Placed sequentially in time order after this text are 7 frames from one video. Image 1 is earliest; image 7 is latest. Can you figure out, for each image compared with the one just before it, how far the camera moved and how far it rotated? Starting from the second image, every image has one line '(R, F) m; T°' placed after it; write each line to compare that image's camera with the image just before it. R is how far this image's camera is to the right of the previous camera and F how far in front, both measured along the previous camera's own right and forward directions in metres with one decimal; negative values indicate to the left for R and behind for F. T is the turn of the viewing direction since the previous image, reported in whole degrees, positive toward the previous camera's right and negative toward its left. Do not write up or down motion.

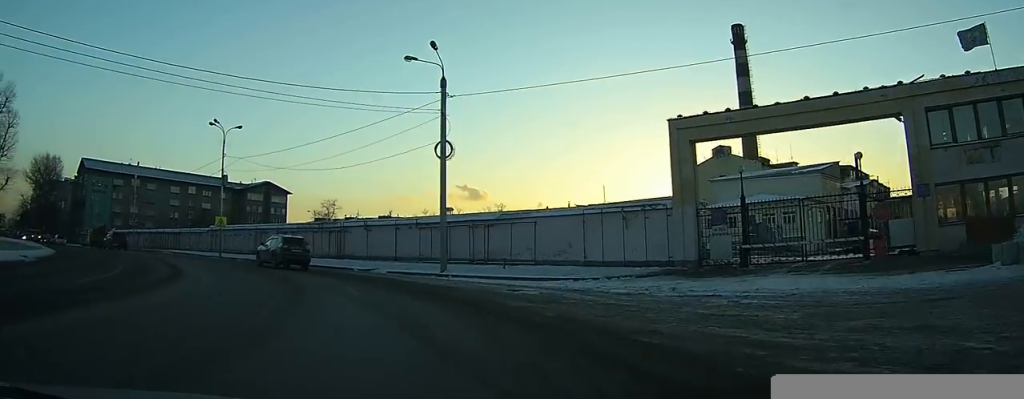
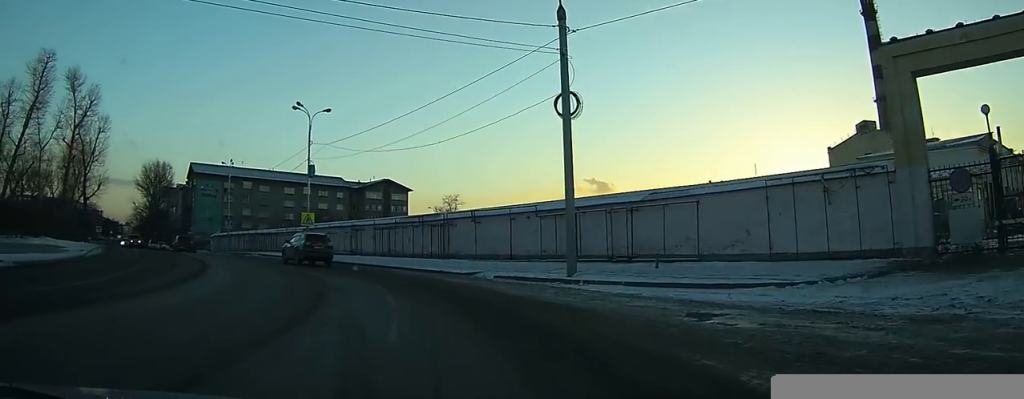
(-0.6, +8.4) m; -9°
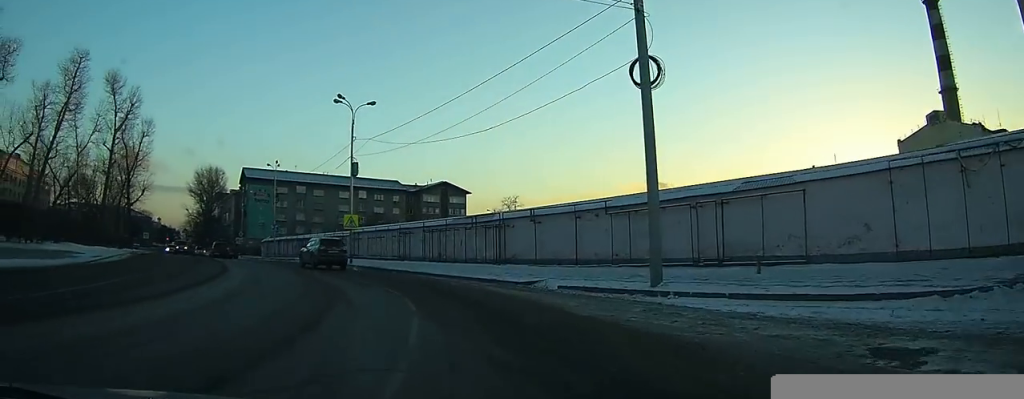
(+0.2, +4.0) m; -5°
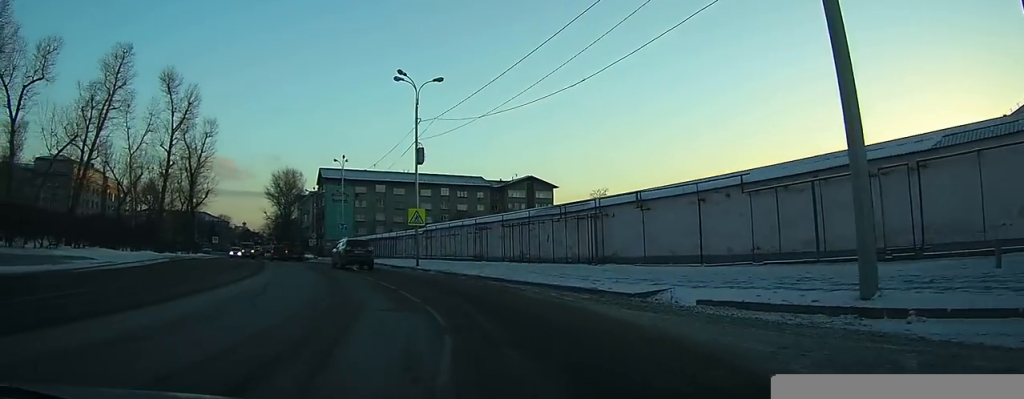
(-0.8, +6.0) m; -10°
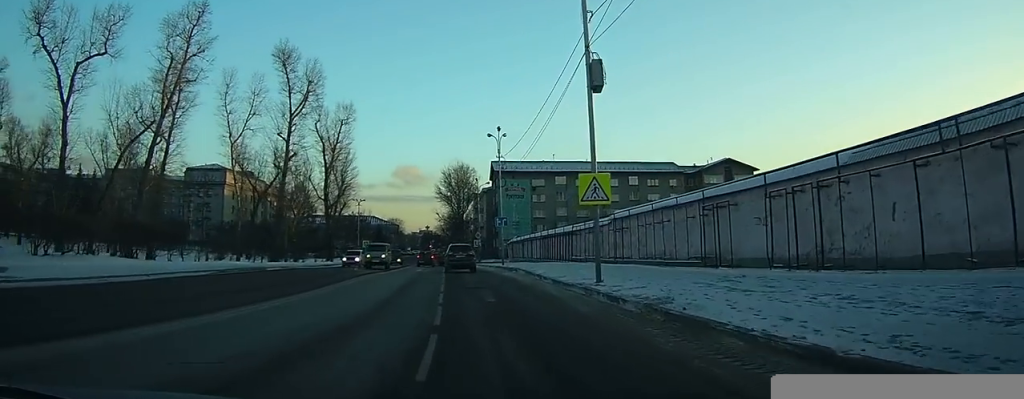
(-3.2, +14.6) m; -23°
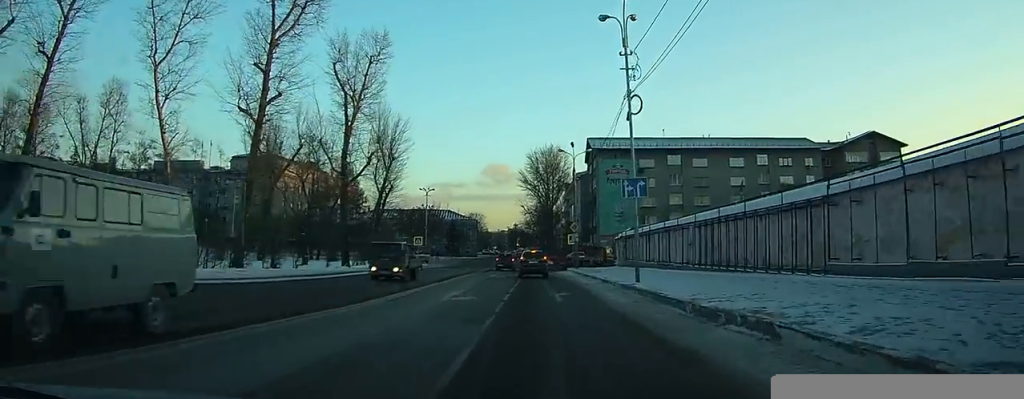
(-4.8, +24.1) m; -19°
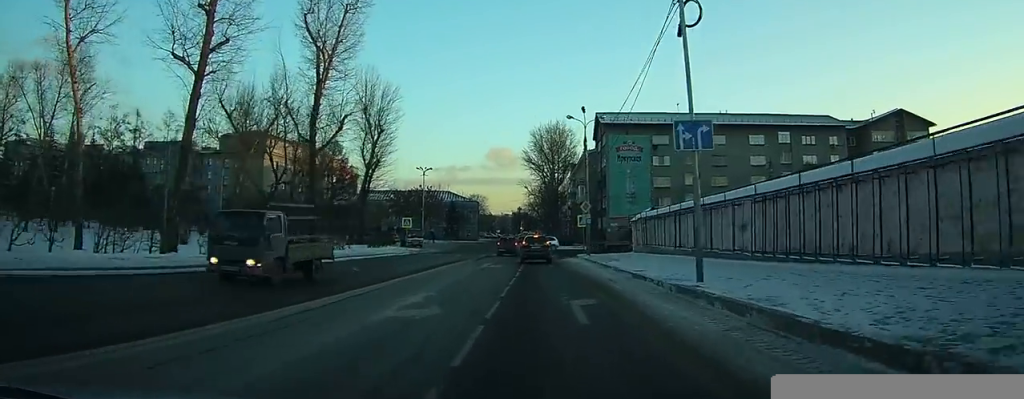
(-0.2, +7.5) m; -3°
